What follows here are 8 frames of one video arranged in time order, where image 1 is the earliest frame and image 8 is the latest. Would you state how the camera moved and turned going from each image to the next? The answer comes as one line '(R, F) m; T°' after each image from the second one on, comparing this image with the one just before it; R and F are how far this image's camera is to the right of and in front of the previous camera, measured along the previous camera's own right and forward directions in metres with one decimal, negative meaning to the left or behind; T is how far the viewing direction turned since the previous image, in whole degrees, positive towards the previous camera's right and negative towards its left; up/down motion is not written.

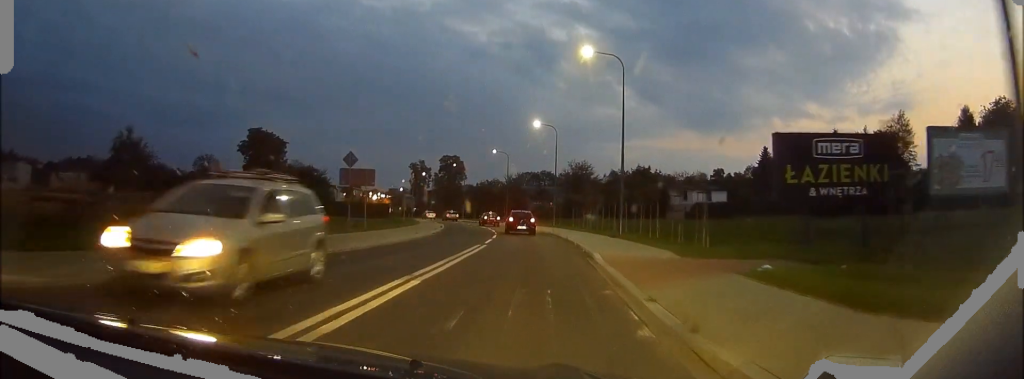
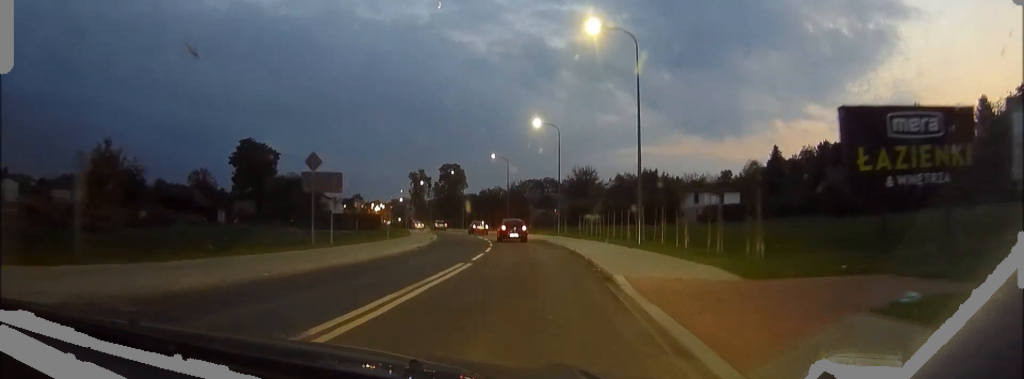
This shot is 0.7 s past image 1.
(+0.1, +5.5) m; 0°
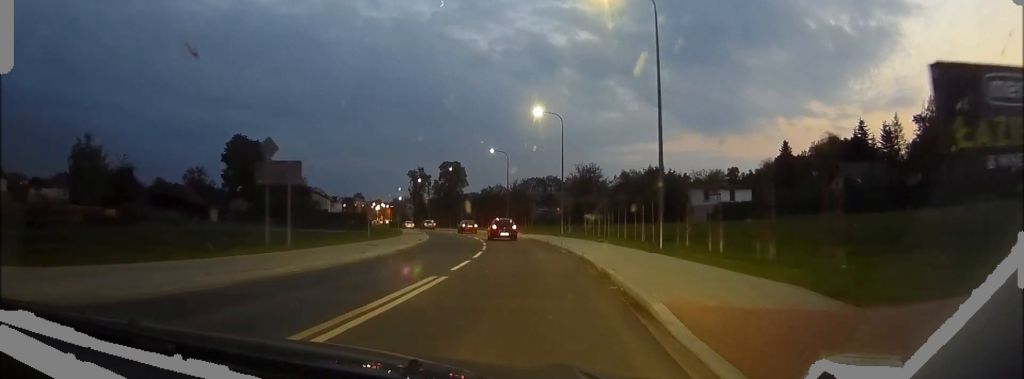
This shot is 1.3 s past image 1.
(0.0, +4.8) m; 0°
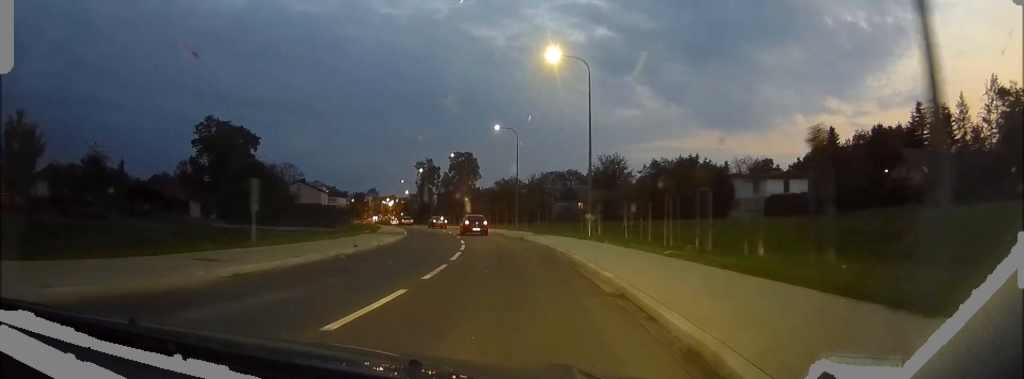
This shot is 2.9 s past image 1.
(-0.2, +16.1) m; -2°
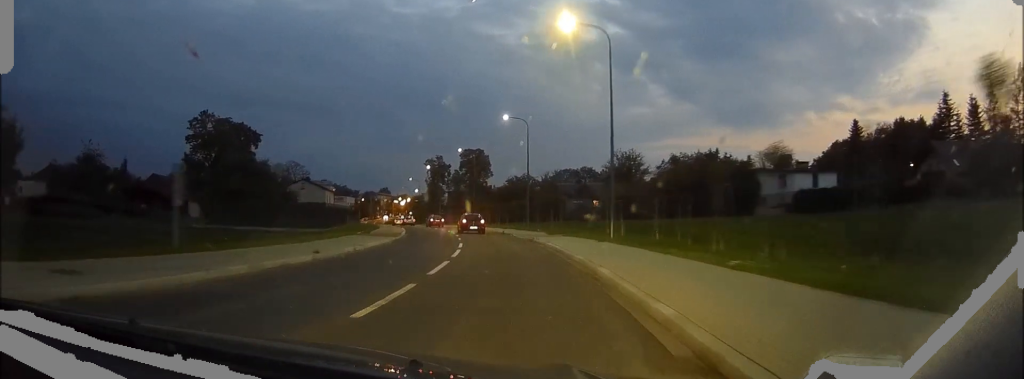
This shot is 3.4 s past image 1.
(-0.1, +5.6) m; -1°
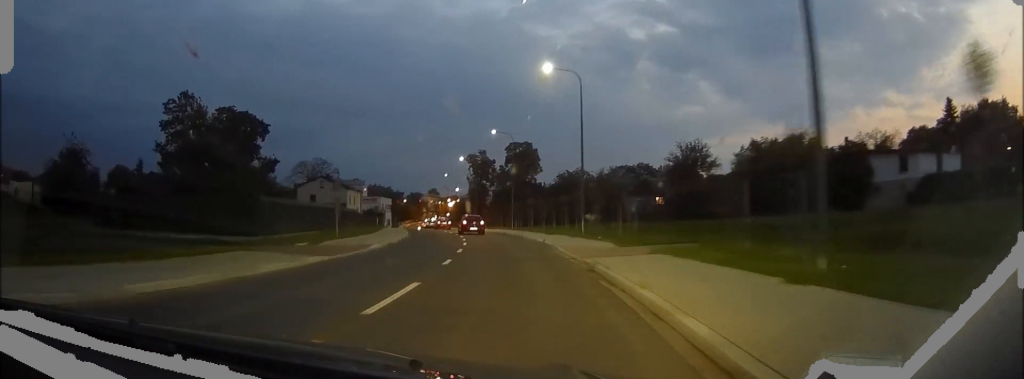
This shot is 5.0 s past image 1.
(-0.7, +18.4) m; -4°
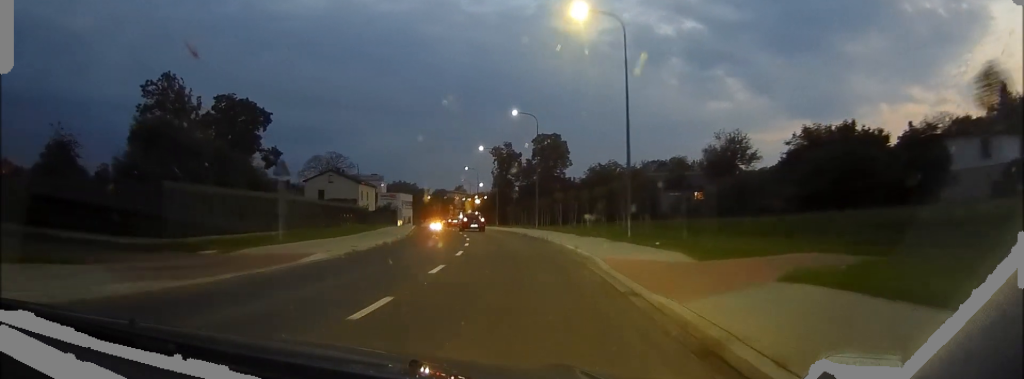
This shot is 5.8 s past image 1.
(0.0, +10.1) m; -2°
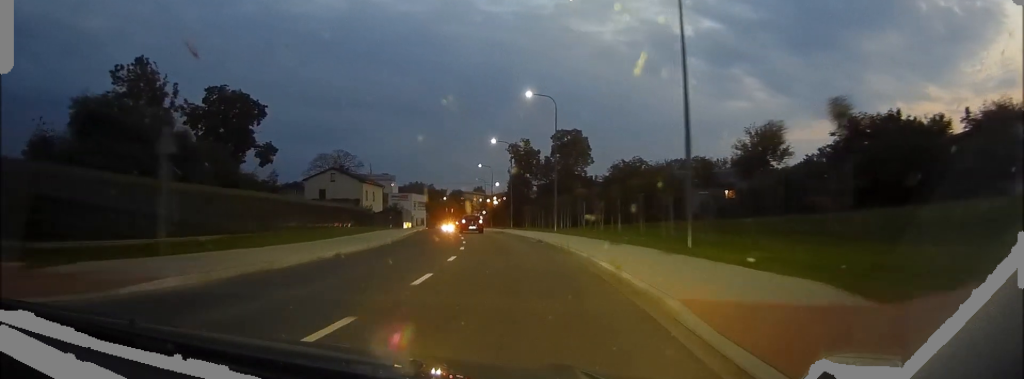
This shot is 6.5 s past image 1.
(-0.2, +8.5) m; -1°
